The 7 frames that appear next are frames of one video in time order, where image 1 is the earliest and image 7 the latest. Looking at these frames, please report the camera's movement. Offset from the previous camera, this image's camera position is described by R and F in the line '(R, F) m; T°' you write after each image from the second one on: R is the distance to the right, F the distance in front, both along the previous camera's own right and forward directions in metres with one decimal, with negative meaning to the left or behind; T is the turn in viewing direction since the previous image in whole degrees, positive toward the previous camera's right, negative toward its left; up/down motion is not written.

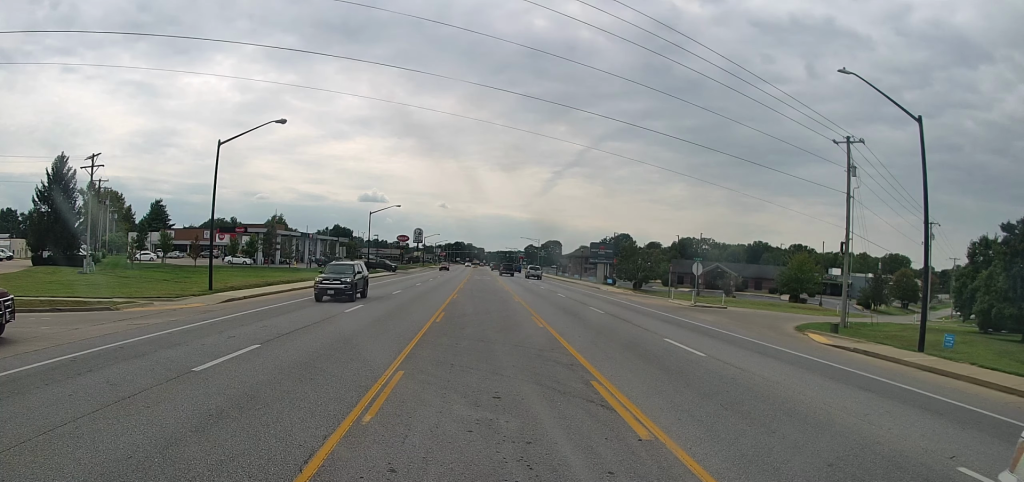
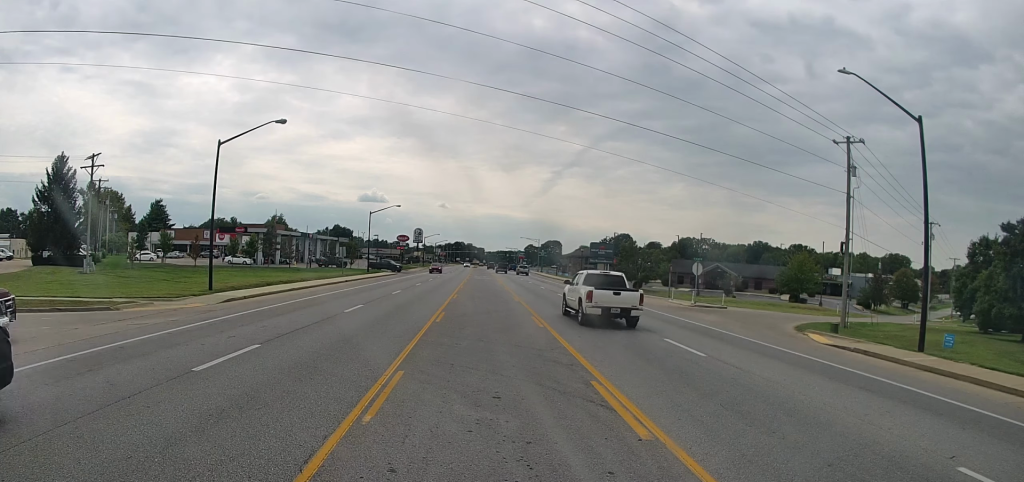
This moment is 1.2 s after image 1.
(0.0, 0.0) m; 0°
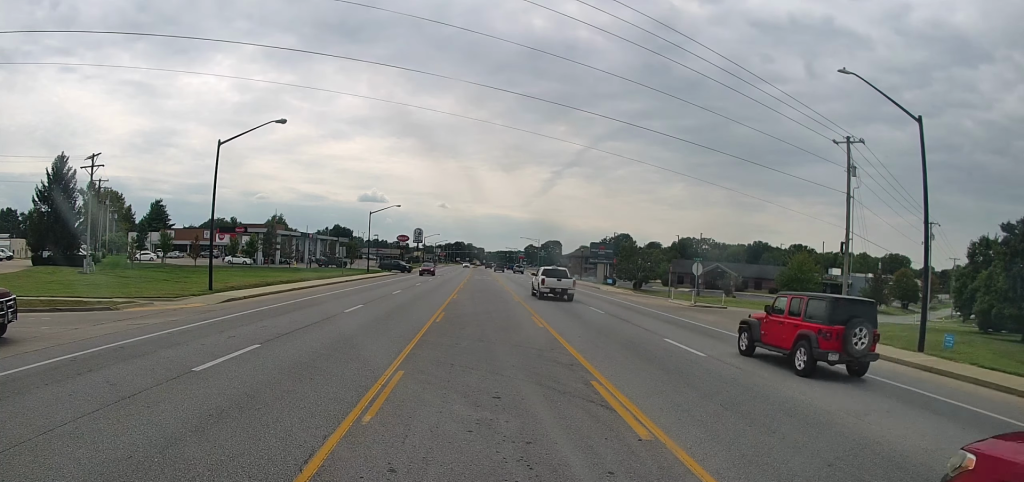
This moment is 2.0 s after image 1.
(0.0, 0.0) m; 0°
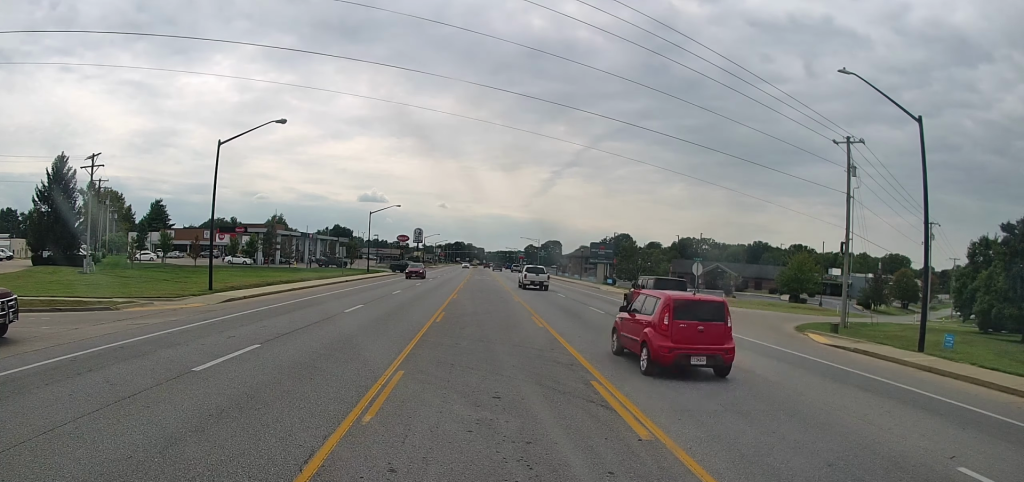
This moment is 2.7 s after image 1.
(0.0, 0.0) m; 0°
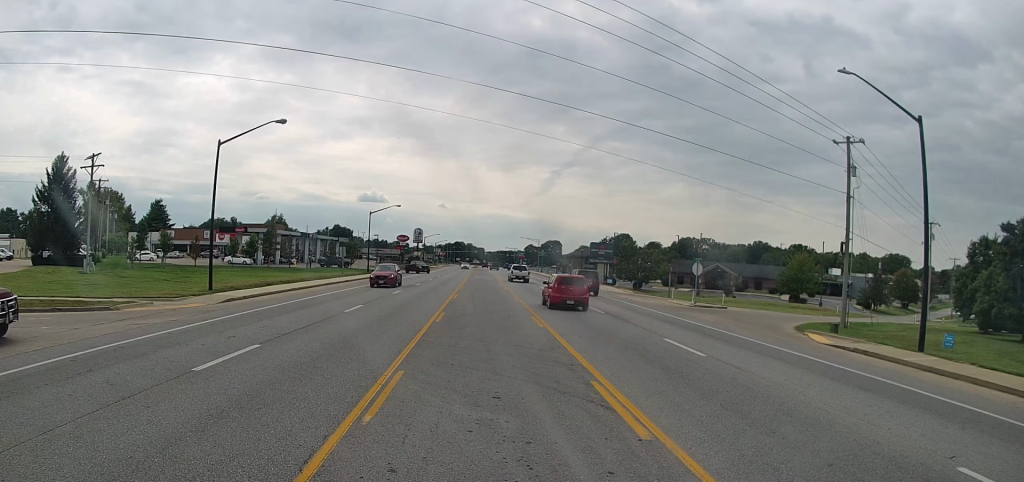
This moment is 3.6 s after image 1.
(0.0, 0.0) m; 0°
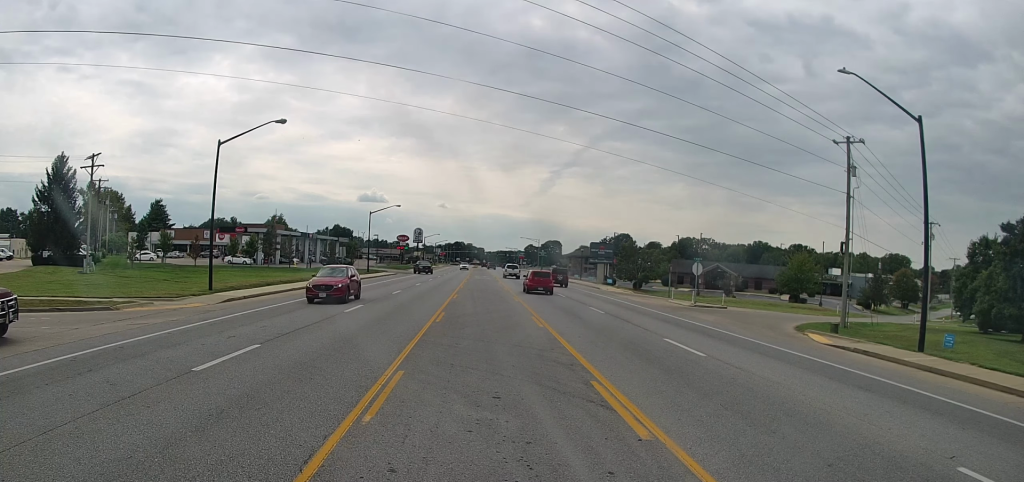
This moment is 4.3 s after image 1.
(0.0, 0.0) m; 0°
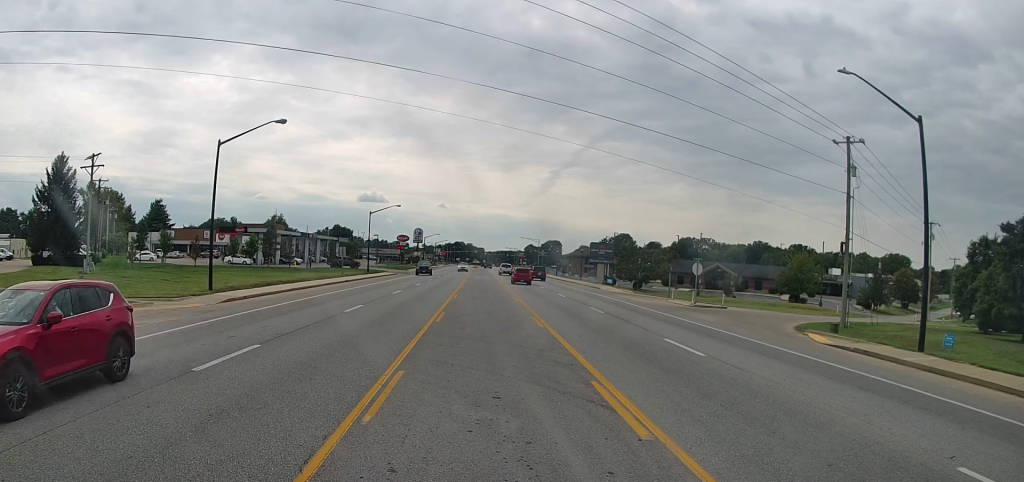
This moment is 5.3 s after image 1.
(0.0, 0.0) m; 0°
